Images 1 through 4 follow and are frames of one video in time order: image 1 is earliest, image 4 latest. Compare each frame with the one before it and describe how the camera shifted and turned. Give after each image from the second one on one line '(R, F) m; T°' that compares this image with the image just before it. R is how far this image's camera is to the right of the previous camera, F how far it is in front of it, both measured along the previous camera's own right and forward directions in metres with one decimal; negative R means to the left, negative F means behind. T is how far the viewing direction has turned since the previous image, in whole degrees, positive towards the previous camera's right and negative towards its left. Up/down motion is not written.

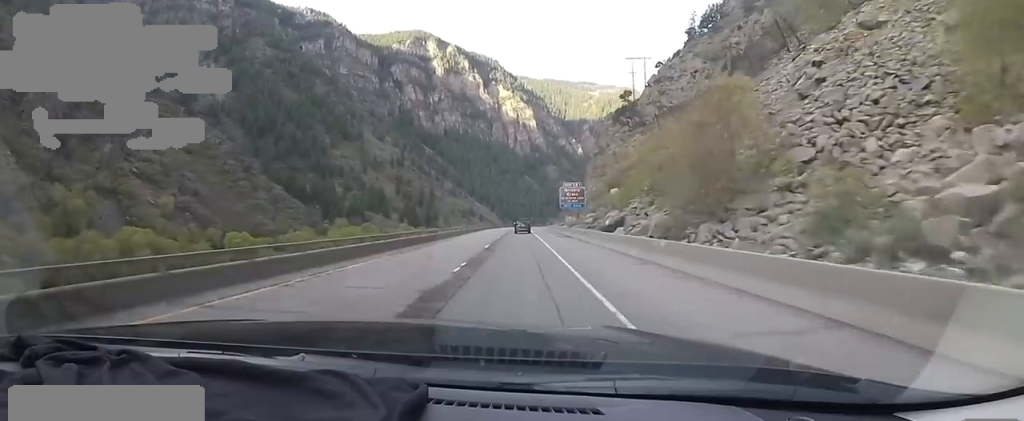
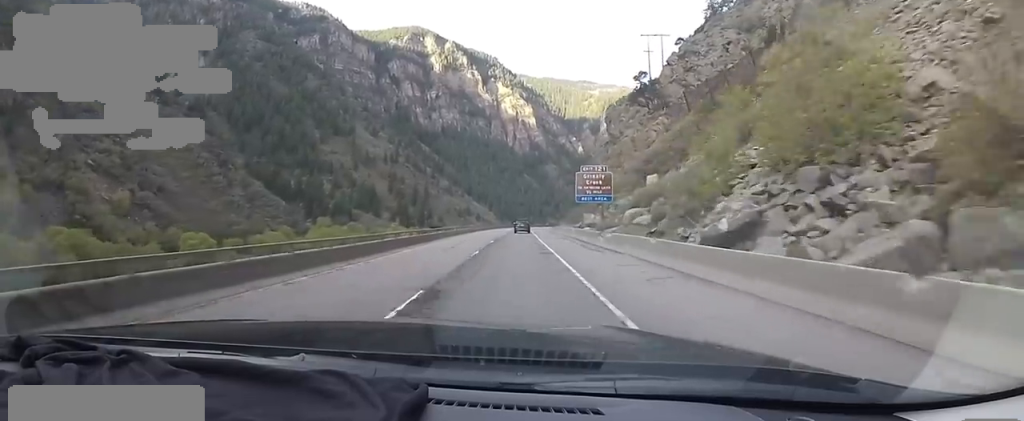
(+0.3, +19.2) m; +1°
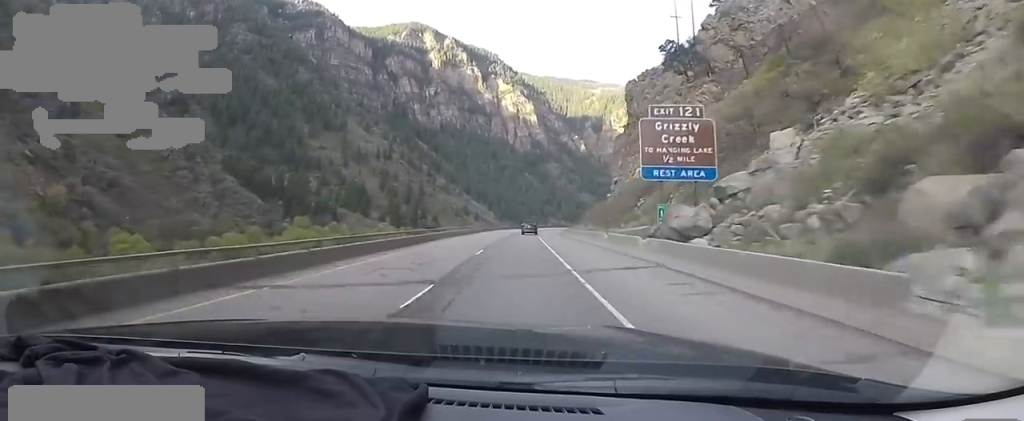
(0.0, +23.1) m; -2°
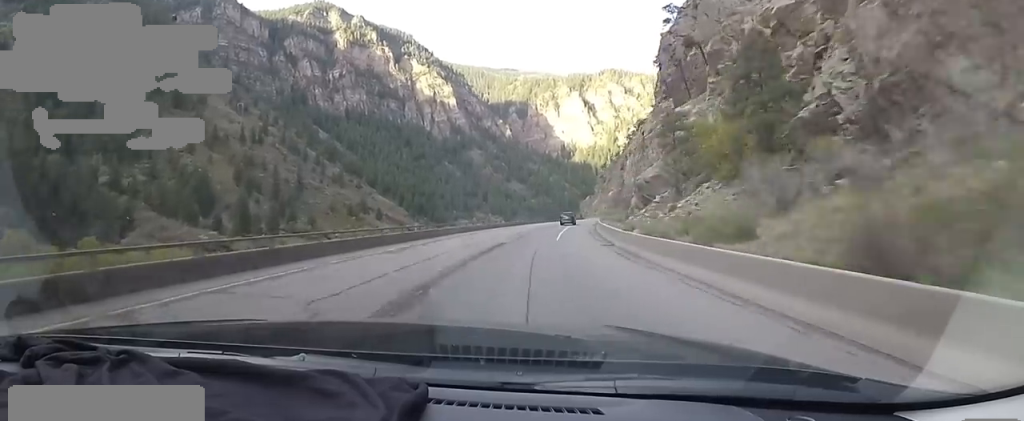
(+5.8, +94.2) m; +9°
